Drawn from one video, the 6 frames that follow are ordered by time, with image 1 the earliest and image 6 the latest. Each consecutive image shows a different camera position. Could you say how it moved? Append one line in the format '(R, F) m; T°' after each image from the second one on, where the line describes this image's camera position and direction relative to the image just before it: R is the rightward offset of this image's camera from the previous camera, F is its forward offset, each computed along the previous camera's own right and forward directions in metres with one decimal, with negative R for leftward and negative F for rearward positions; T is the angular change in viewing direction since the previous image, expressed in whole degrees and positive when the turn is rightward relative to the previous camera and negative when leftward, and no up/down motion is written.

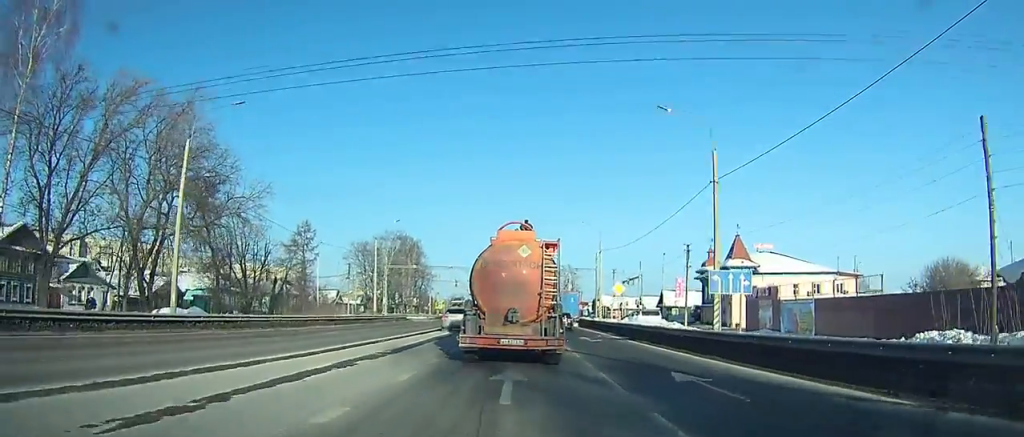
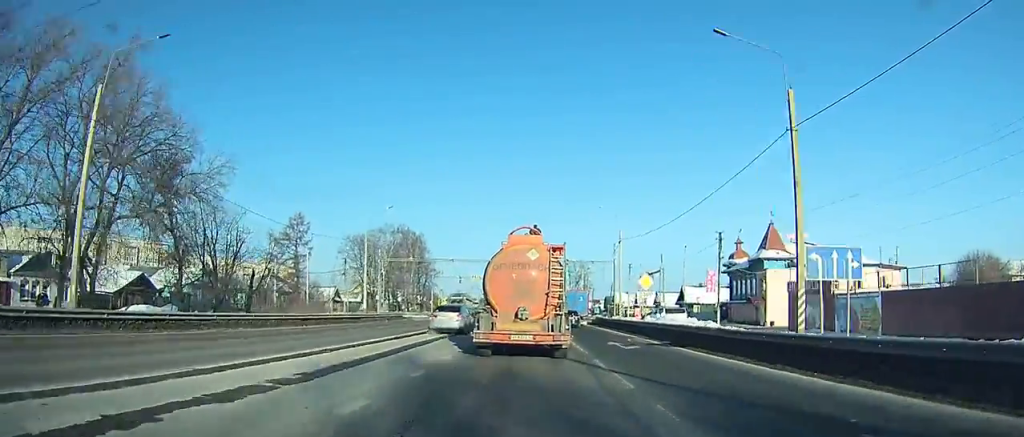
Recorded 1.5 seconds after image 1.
(0.0, +7.2) m; -1°
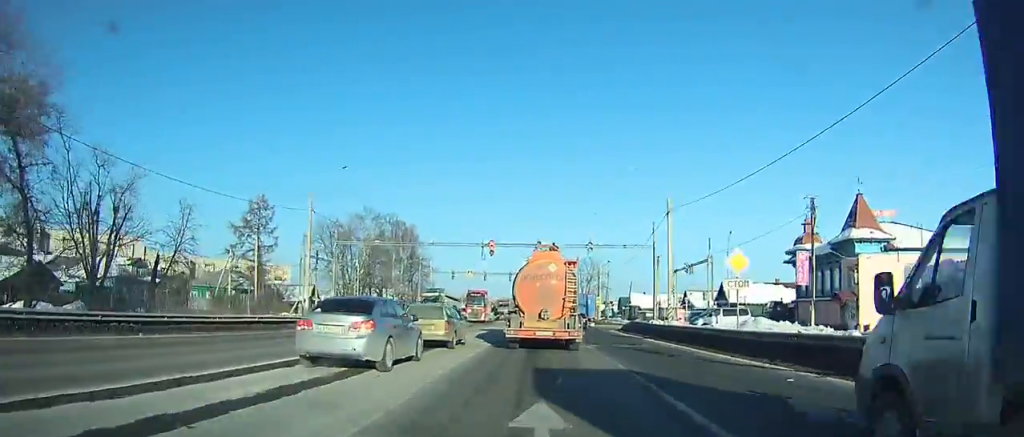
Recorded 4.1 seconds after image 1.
(-0.1, +17.6) m; 0°
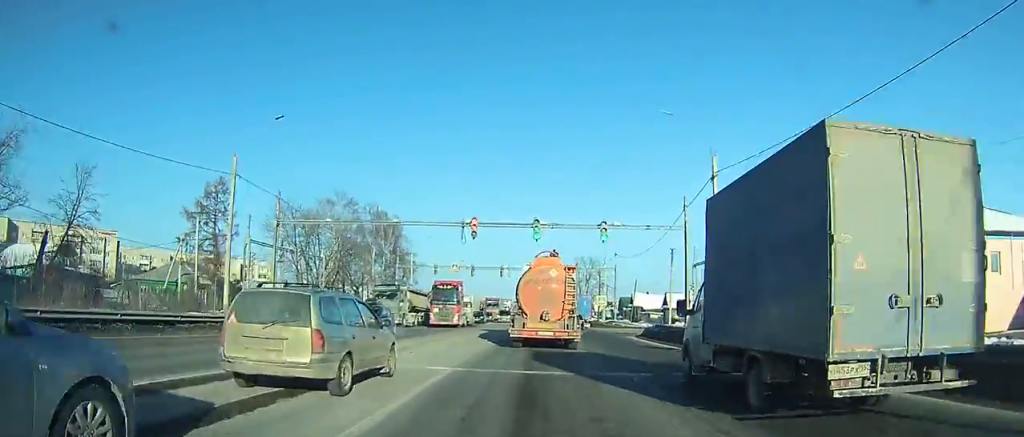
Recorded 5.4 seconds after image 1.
(0.0, +10.8) m; 0°
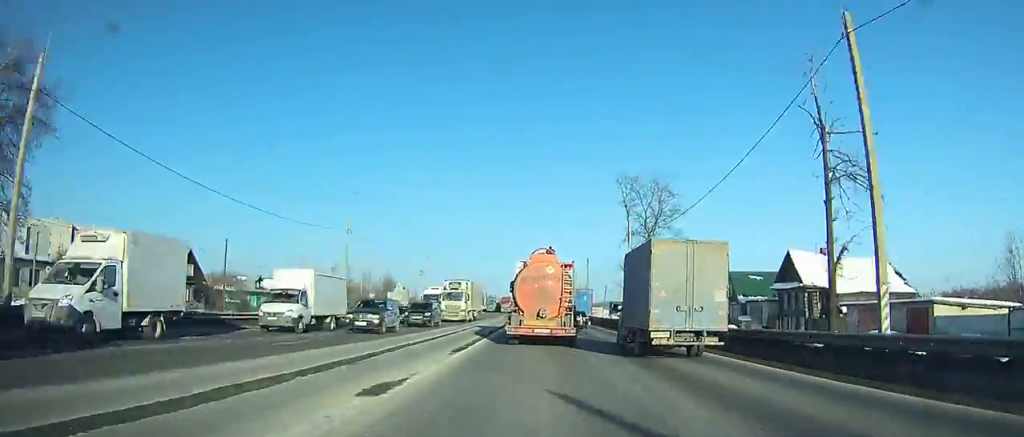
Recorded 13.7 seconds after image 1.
(+1.4, +92.7) m; +2°
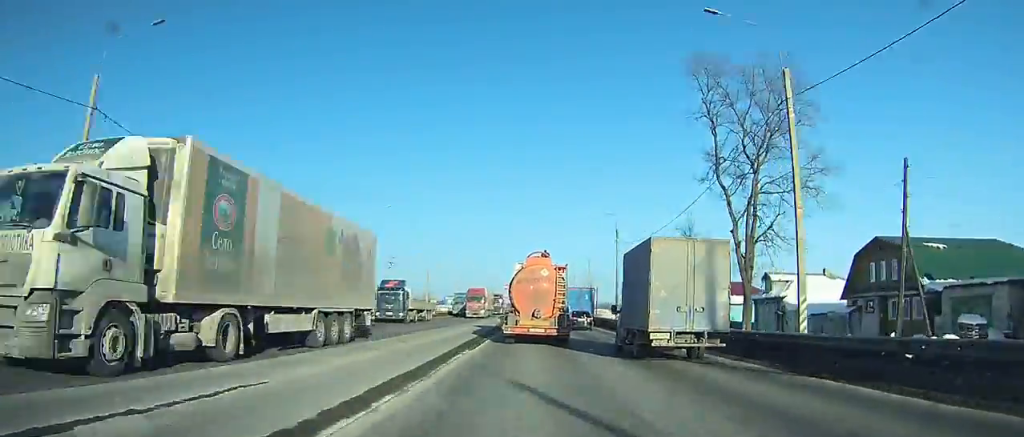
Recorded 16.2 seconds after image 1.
(+0.2, +34.1) m; 0°
